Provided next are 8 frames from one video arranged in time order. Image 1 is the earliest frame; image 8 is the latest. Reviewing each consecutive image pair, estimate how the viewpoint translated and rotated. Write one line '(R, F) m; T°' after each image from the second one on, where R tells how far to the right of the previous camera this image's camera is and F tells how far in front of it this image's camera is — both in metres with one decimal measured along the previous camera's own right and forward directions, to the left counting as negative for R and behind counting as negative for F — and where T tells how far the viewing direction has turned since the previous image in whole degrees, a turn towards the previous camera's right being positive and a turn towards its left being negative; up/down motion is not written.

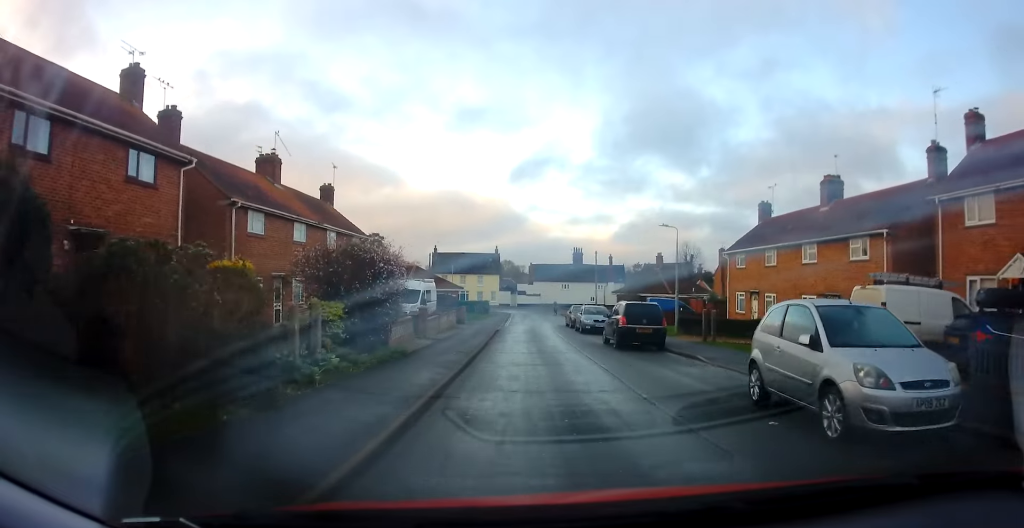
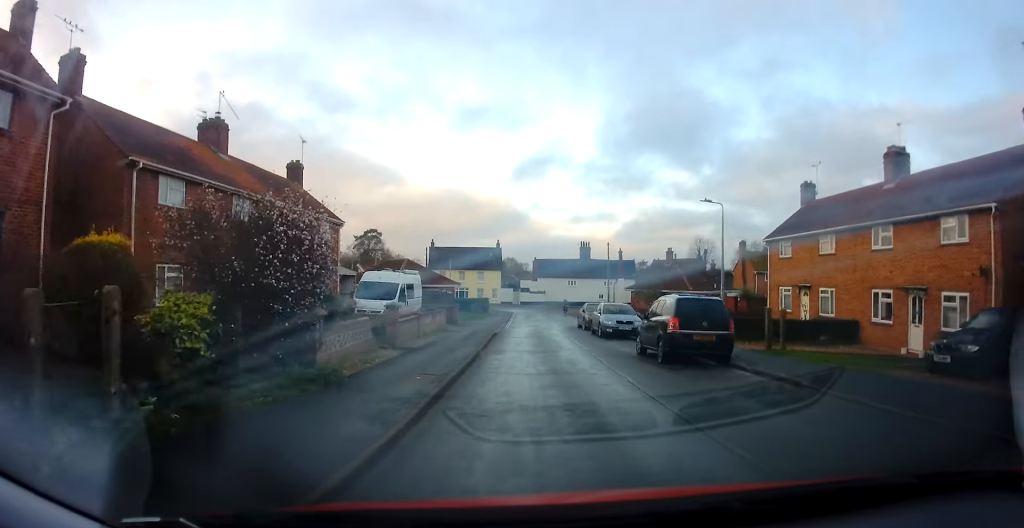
(+0.3, +5.9) m; +1°
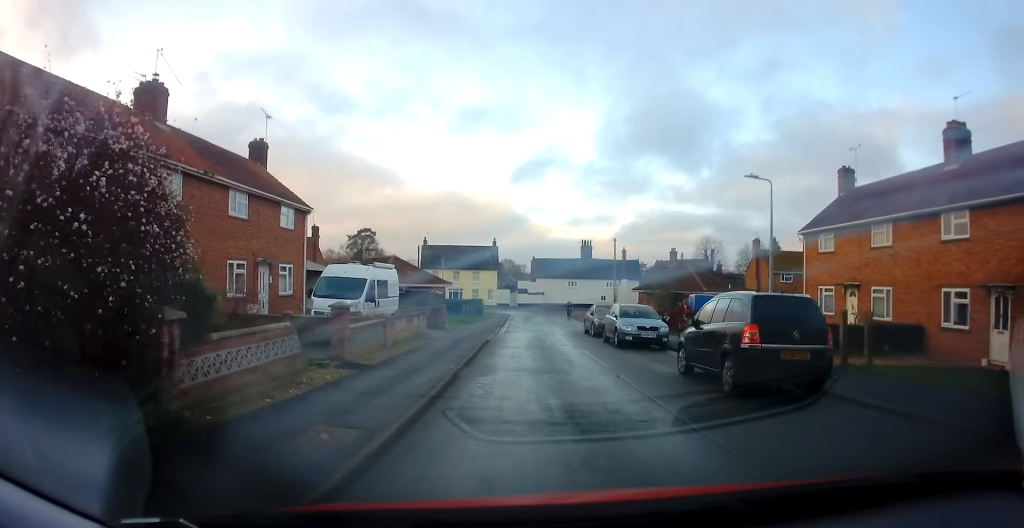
(0.0, +4.6) m; -1°
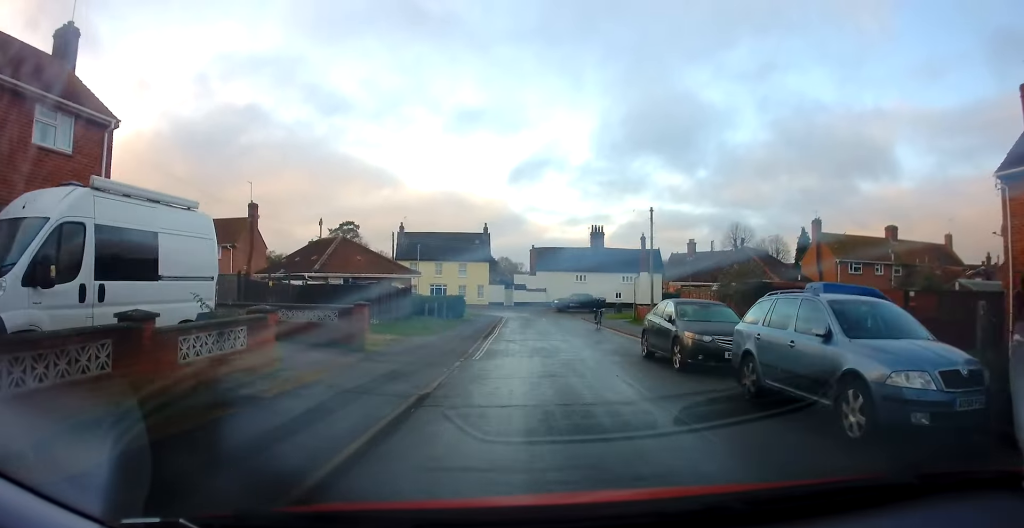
(-0.2, +13.8) m; +1°
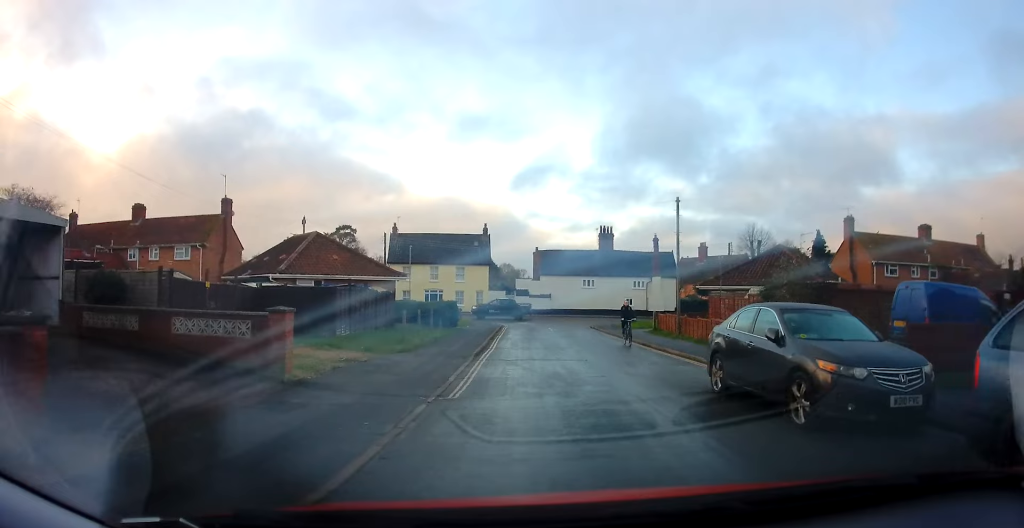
(+0.2, +5.0) m; -1°
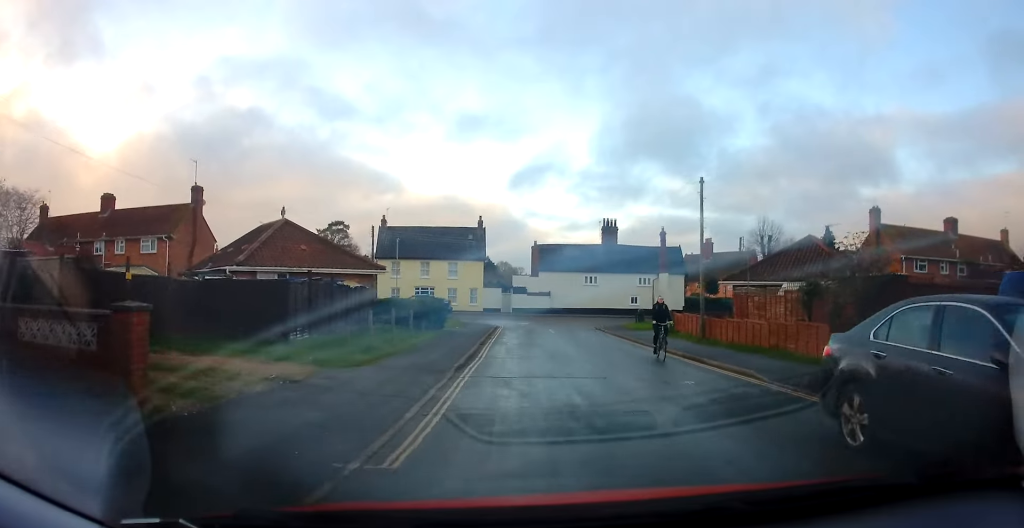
(-0.2, +4.1) m; -1°
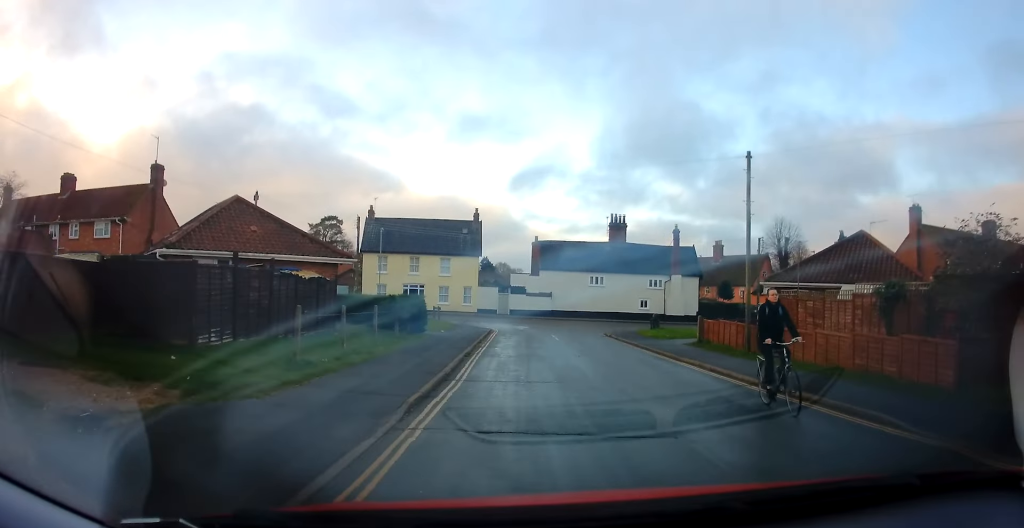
(0.0, +5.1) m; 0°
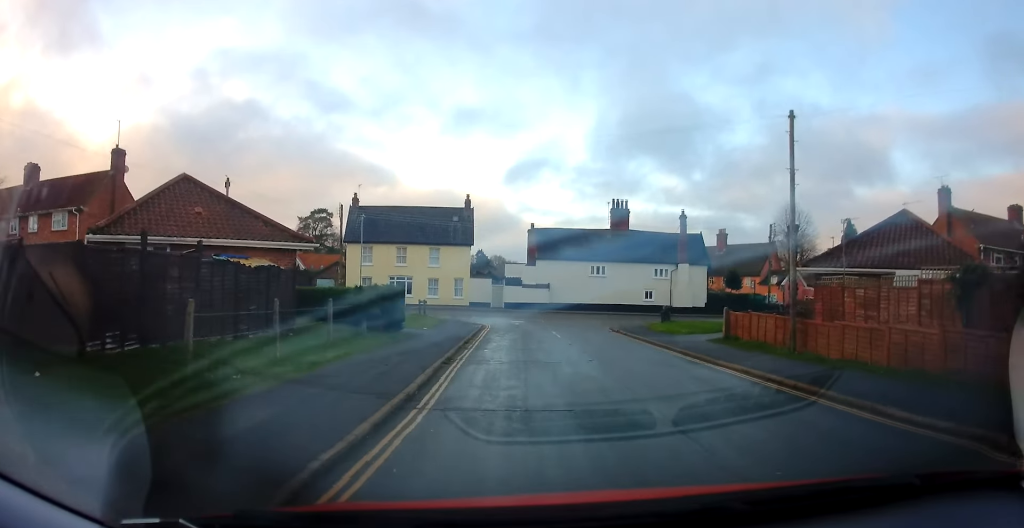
(+0.1, +3.7) m; +1°
